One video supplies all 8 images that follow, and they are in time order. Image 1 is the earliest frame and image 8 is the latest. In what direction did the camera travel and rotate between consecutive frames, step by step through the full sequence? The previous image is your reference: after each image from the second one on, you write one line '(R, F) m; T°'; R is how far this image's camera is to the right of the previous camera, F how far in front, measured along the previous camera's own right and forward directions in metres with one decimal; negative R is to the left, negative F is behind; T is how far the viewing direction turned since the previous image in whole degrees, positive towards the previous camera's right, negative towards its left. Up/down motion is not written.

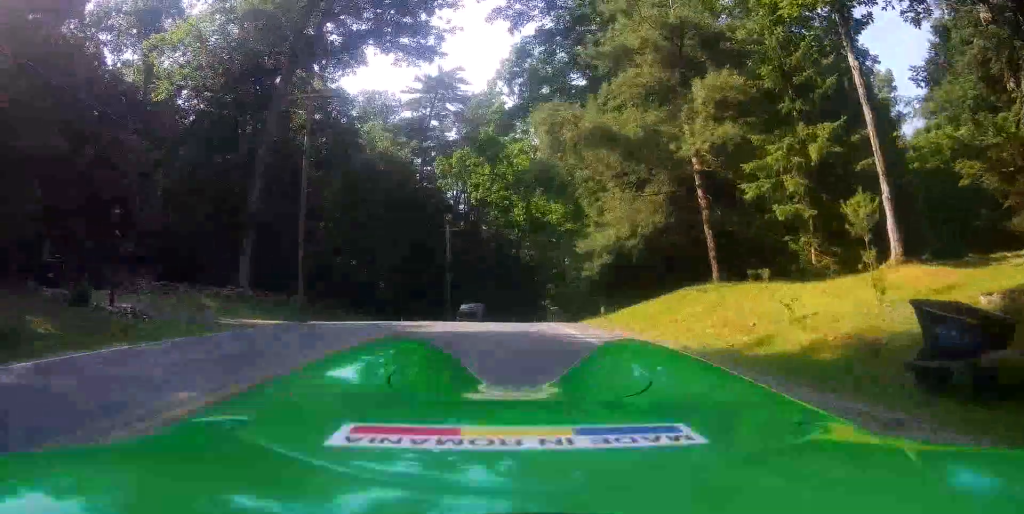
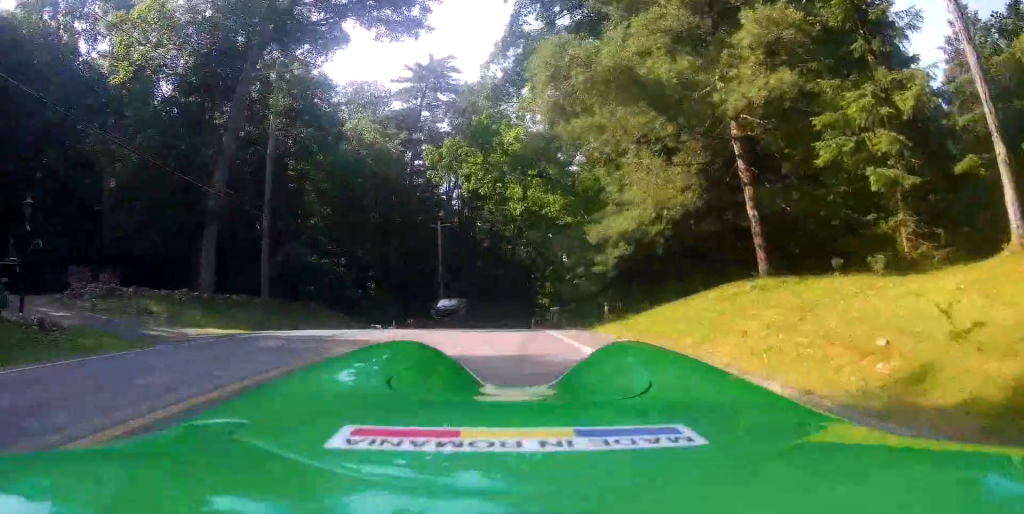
(0.0, +2.7) m; 0°
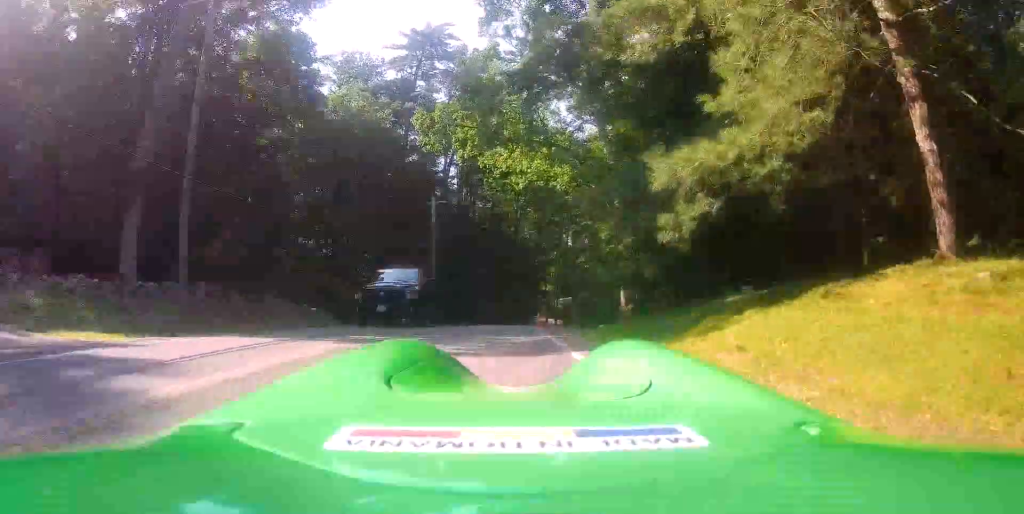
(0.0, +5.3) m; 0°
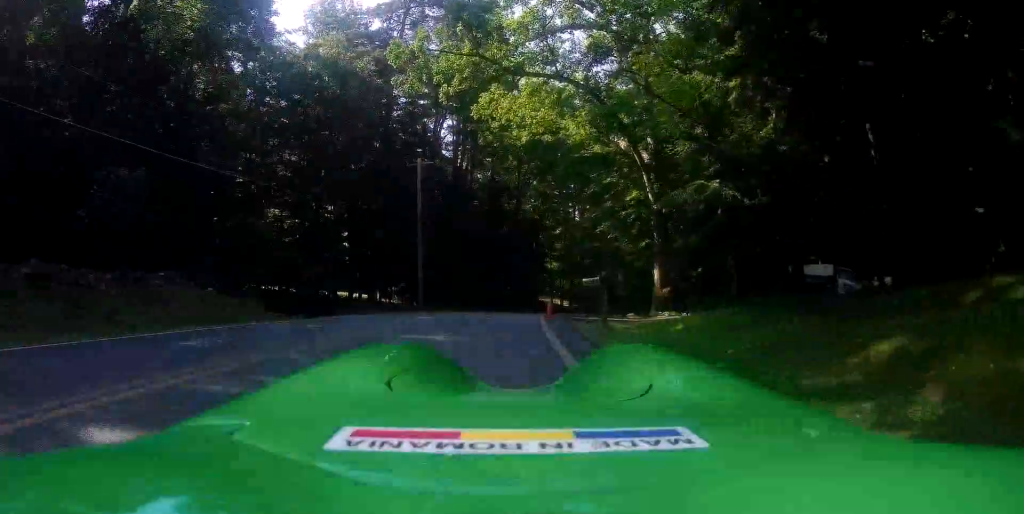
(0.0, +8.8) m; 0°
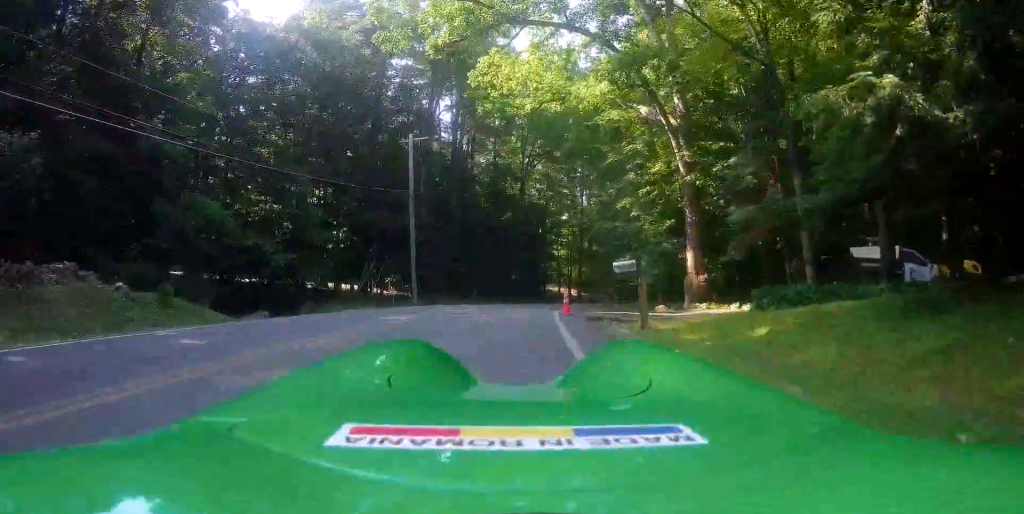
(0.0, +5.3) m; 0°
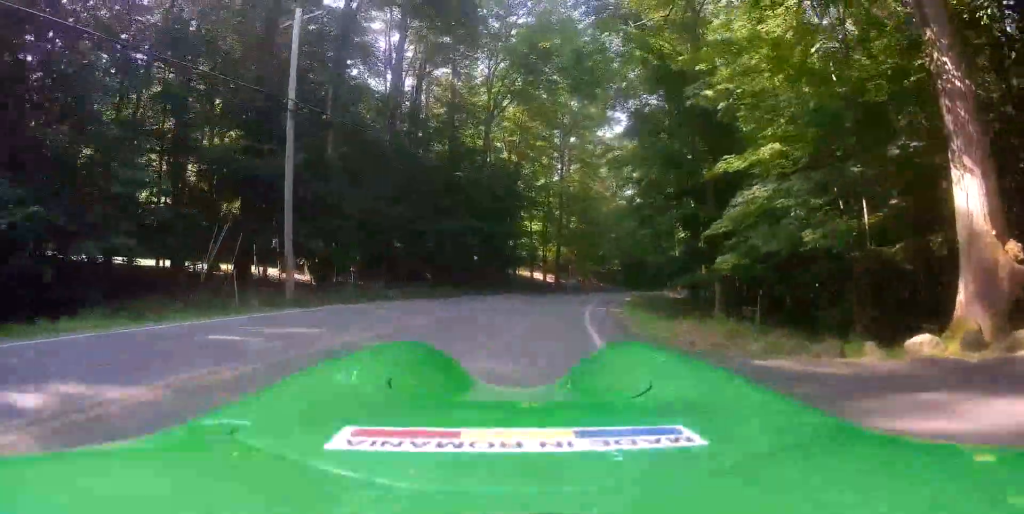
(0.0, +18.6) m; 0°
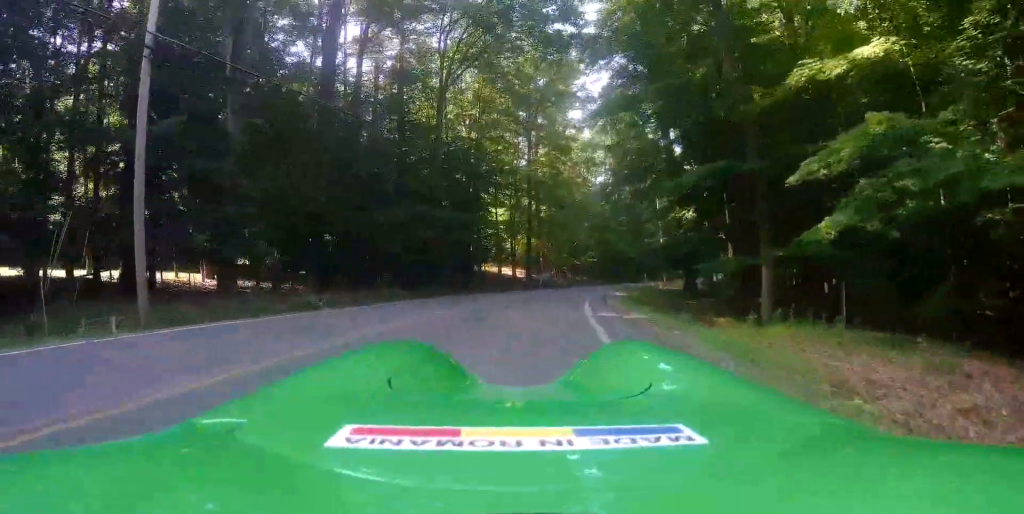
(0.0, +8.3) m; 0°
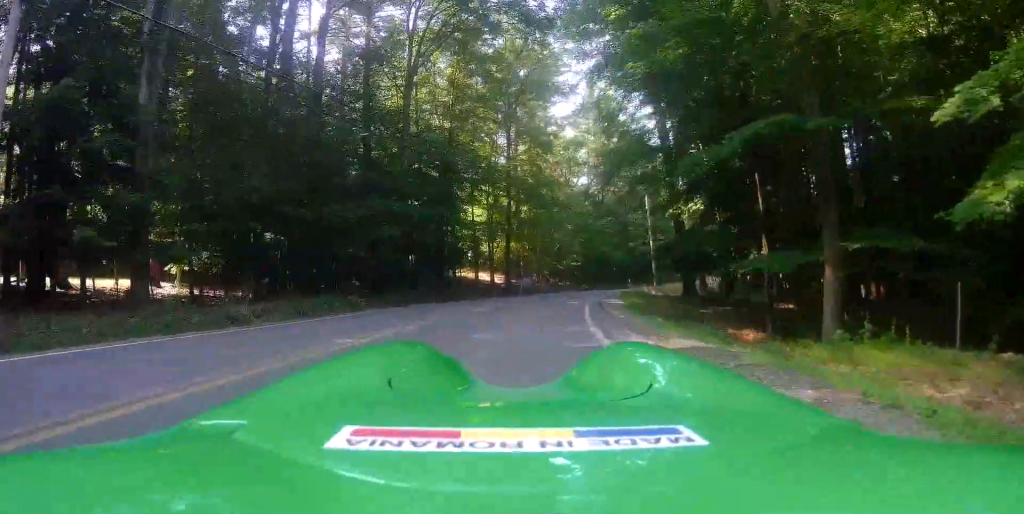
(0.0, +5.3) m; 0°
